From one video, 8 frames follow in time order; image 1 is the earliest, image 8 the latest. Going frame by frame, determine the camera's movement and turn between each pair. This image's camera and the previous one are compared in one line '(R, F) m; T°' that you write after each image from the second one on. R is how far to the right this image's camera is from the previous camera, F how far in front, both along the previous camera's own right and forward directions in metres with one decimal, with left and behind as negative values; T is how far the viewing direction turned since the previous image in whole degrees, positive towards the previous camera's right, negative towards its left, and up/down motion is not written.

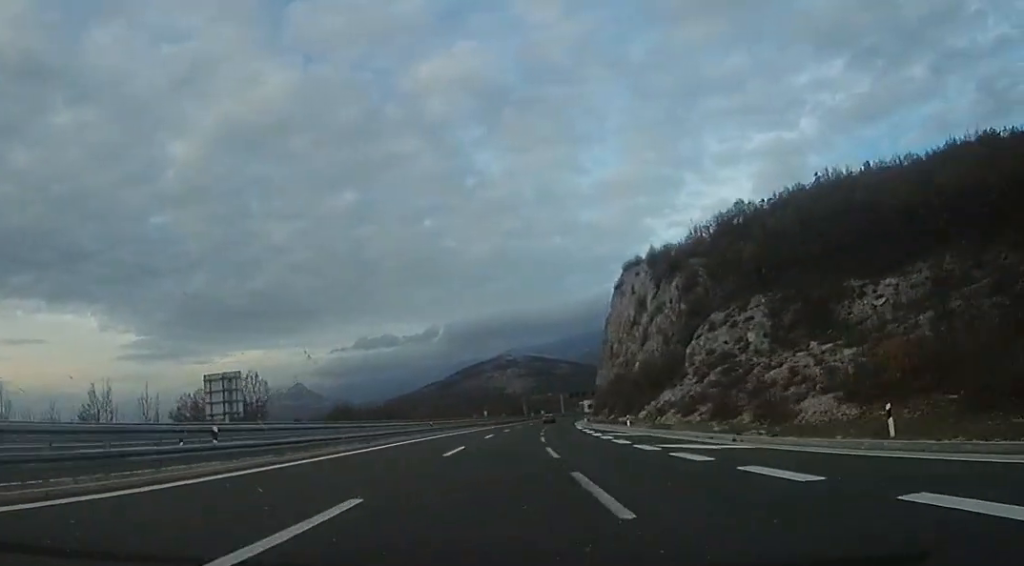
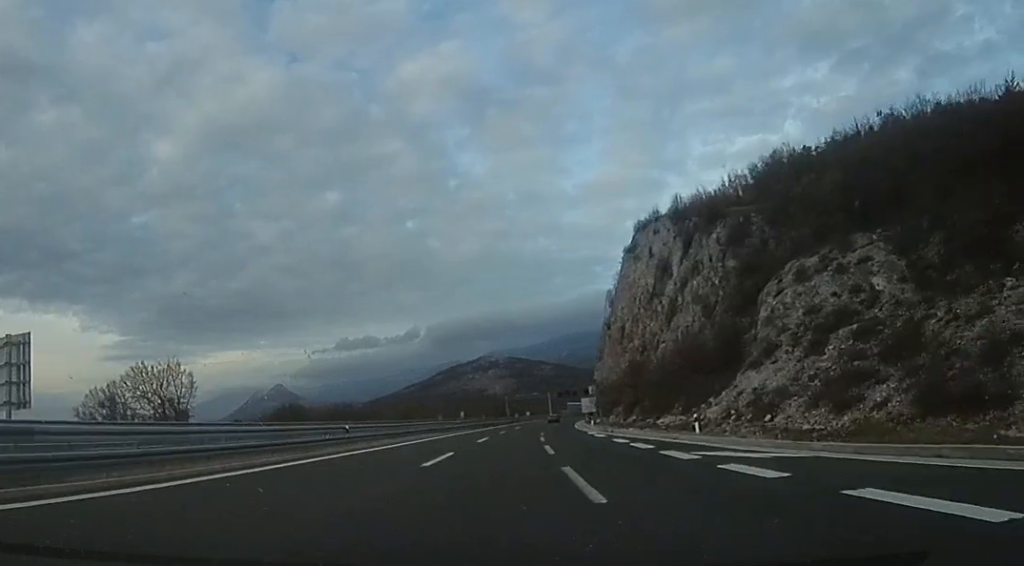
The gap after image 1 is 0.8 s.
(+1.1, +22.5) m; +3°
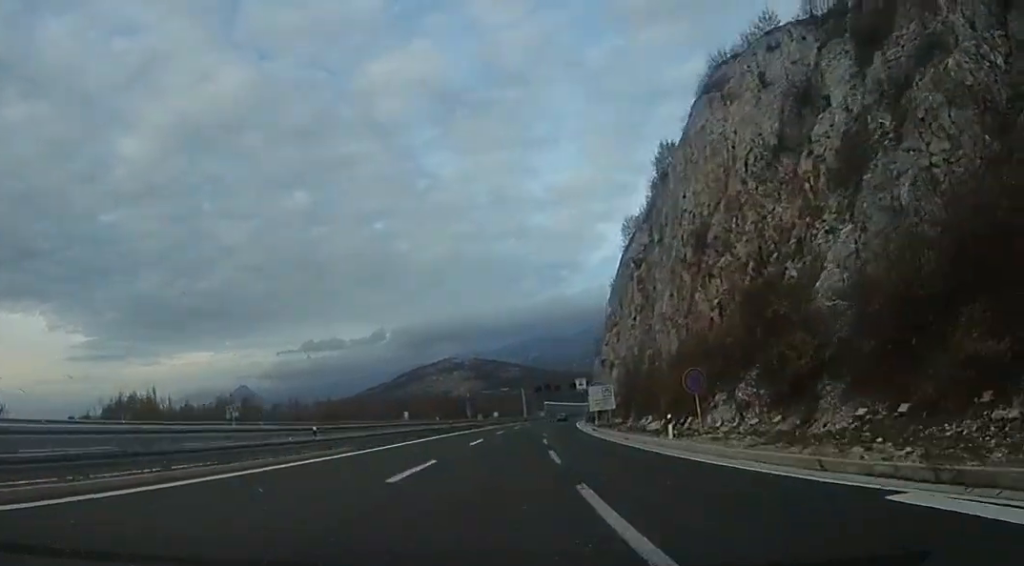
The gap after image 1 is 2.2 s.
(+1.1, +40.1) m; +3°
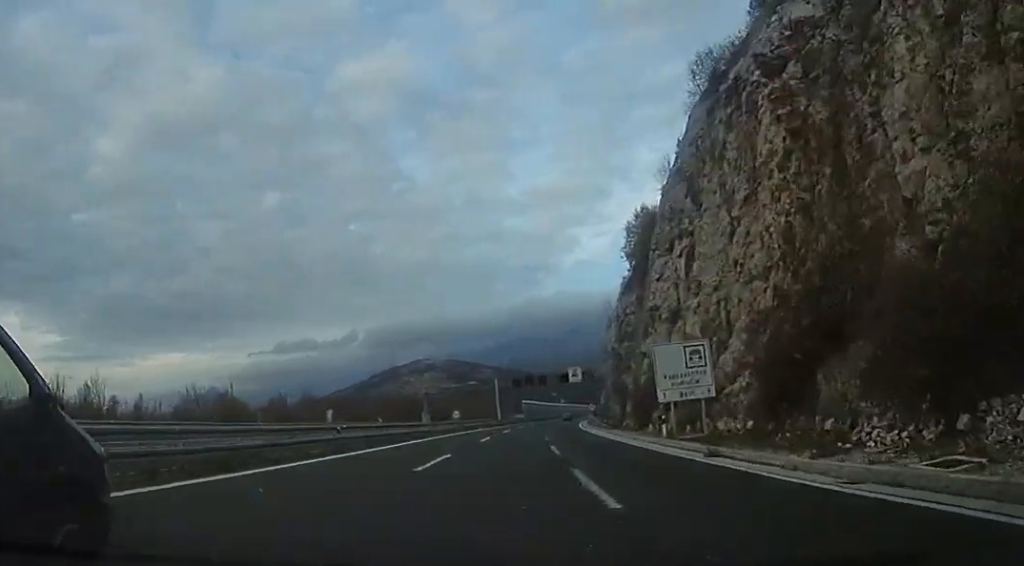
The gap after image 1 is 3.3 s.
(+0.8, +33.1) m; +1°
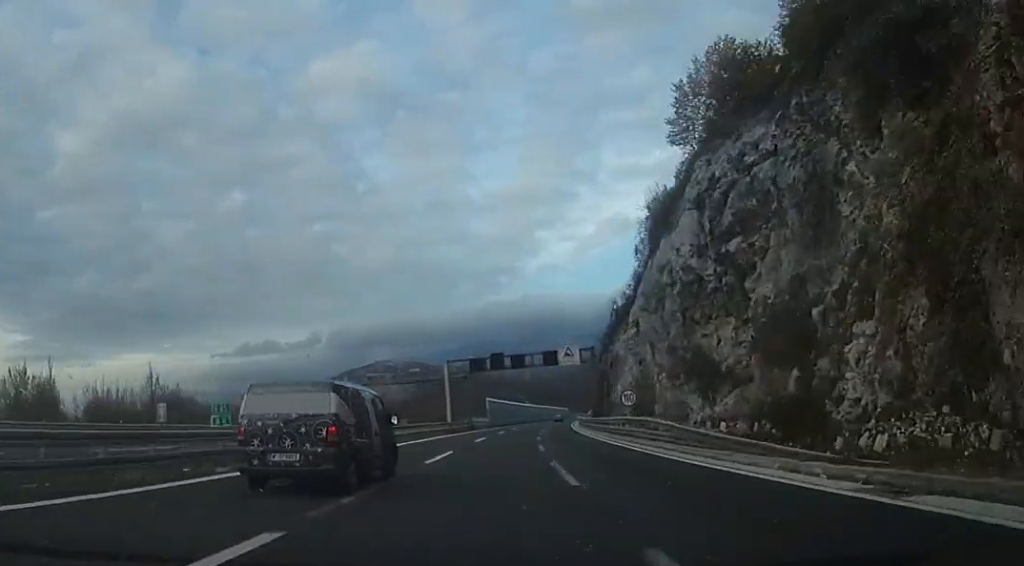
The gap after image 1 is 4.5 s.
(0.0, +32.3) m; +2°
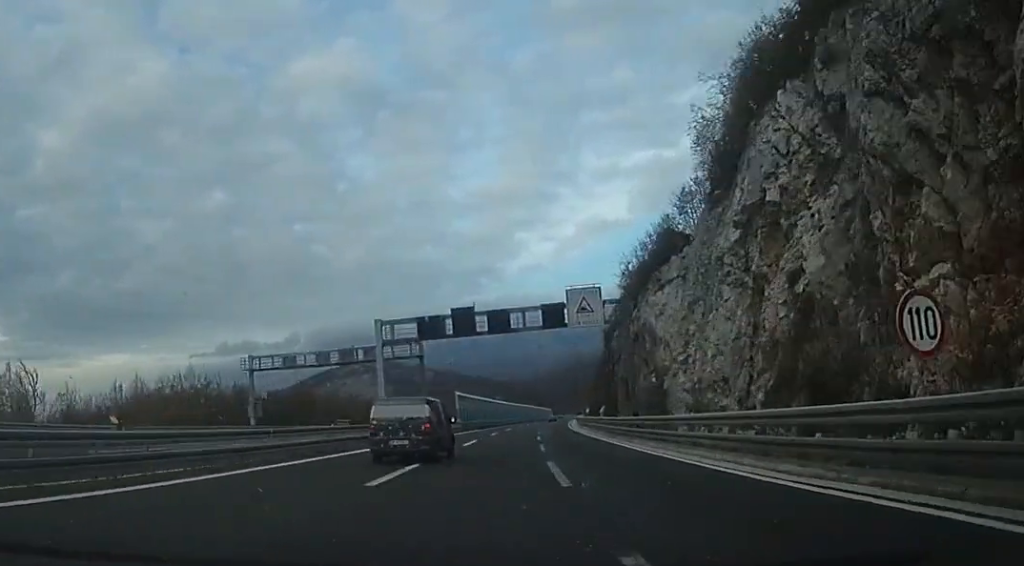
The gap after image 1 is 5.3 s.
(+0.3, +23.6) m; +4°
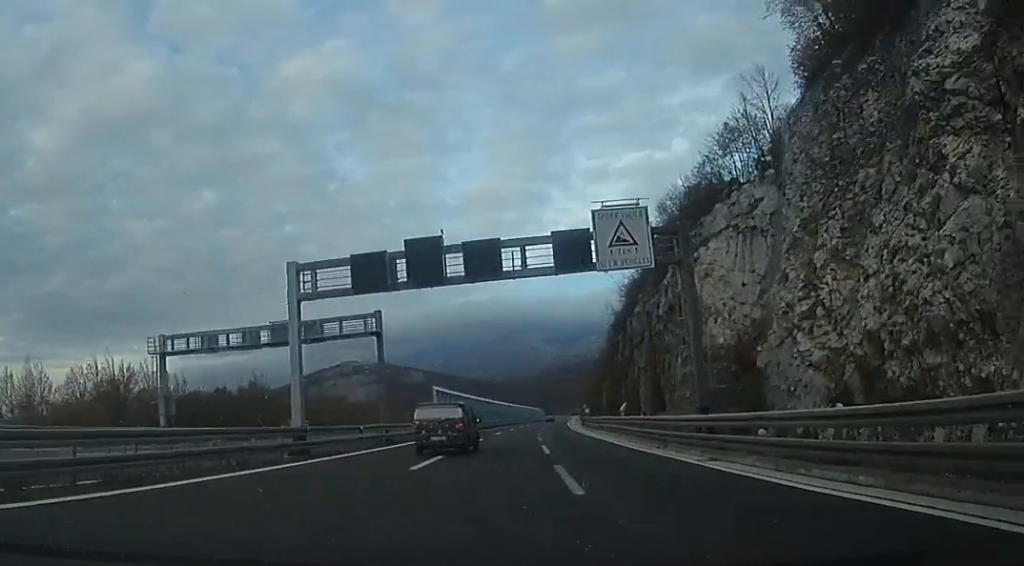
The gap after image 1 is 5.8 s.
(+0.8, +13.3) m; +2°
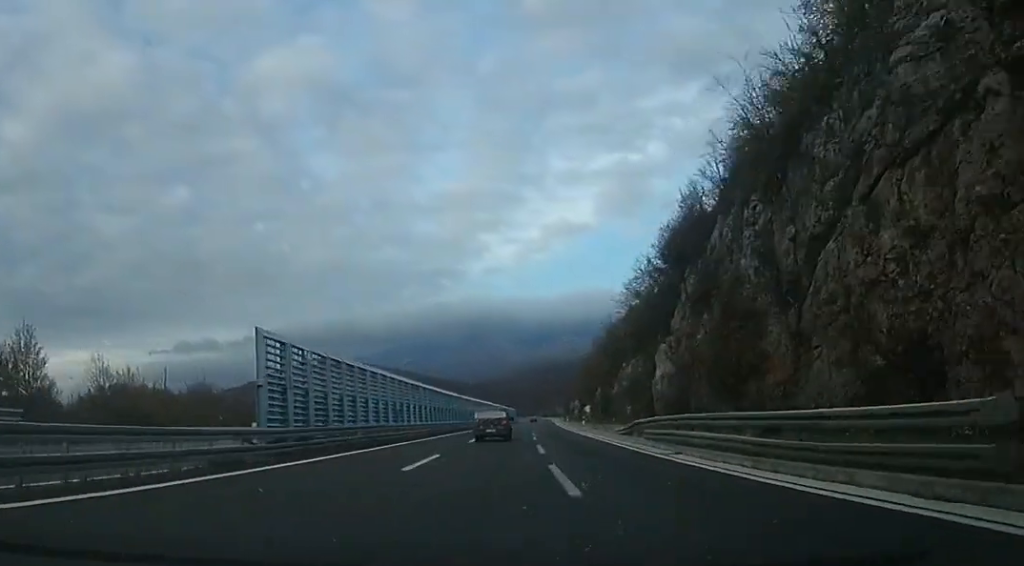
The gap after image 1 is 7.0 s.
(+0.8, +36.5) m; +1°
